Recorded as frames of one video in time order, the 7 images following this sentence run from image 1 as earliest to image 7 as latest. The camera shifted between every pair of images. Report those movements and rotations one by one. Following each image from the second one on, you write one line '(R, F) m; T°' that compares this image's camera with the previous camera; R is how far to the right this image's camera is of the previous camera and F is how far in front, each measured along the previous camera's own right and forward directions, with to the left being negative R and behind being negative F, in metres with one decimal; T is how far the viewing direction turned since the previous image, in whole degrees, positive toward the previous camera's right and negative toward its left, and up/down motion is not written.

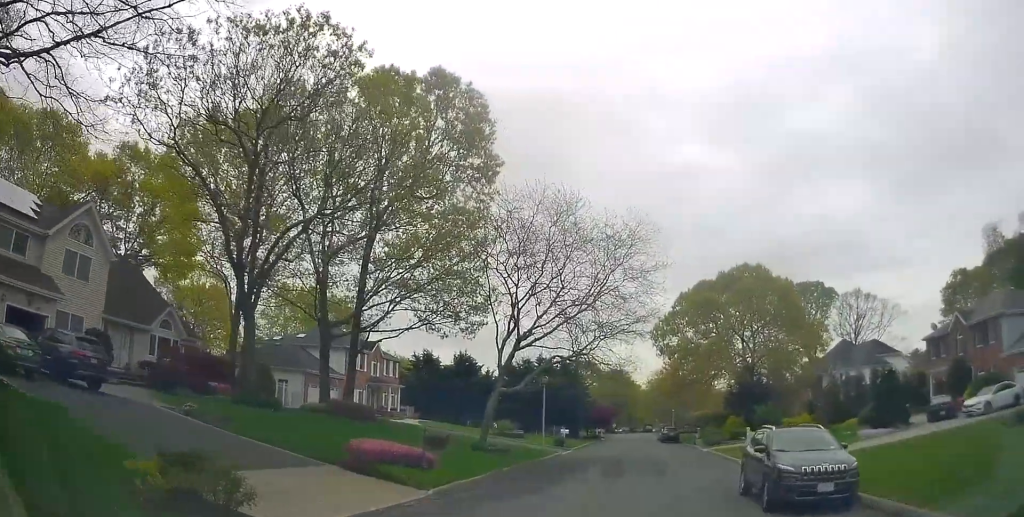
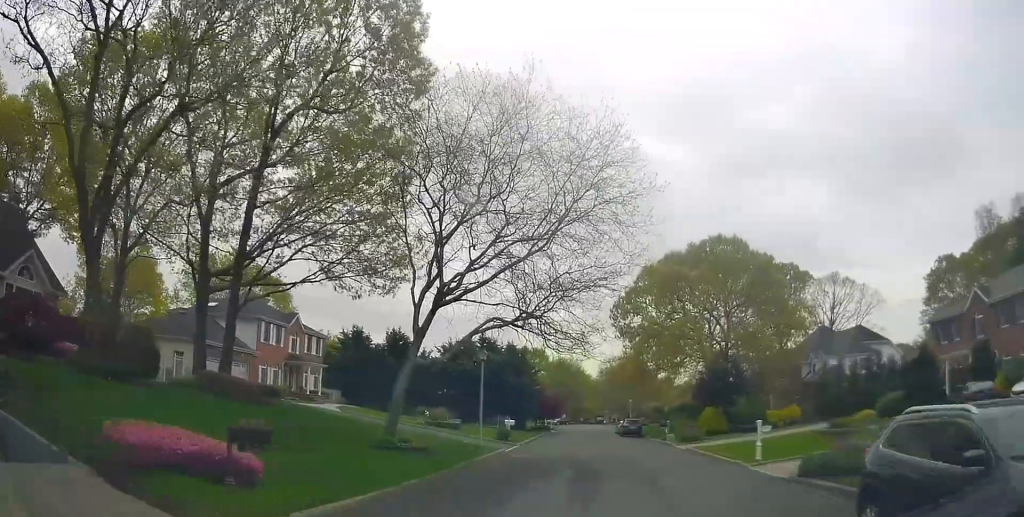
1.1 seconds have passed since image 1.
(-0.6, +6.8) m; +3°
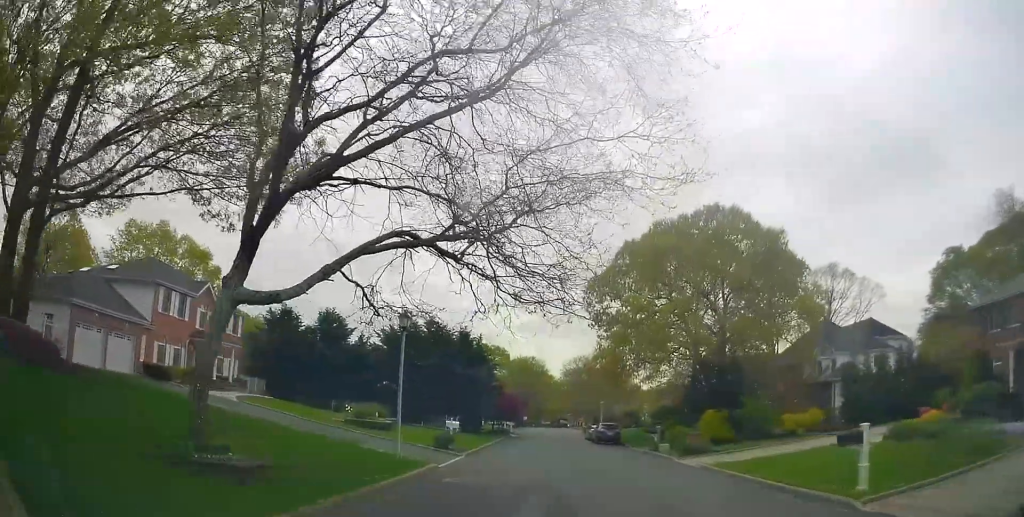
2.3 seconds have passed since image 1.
(+1.0, +8.6) m; +5°
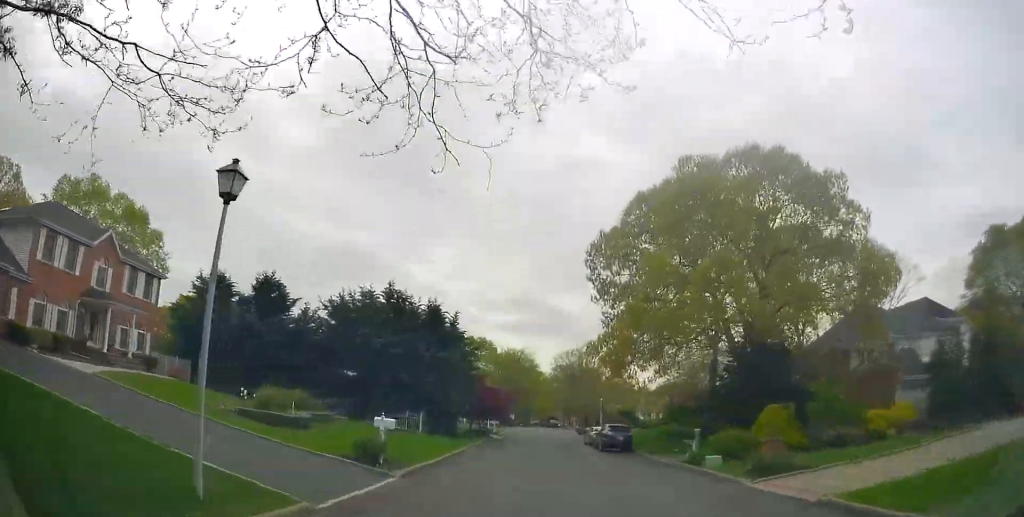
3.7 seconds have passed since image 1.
(0.0, +9.7) m; +1°
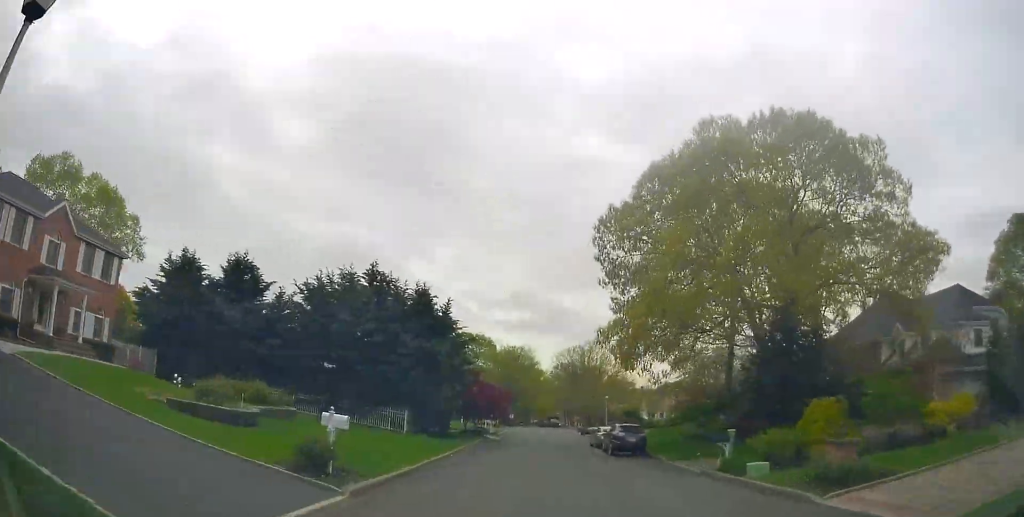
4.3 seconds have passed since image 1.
(0.0, +4.0) m; -2°
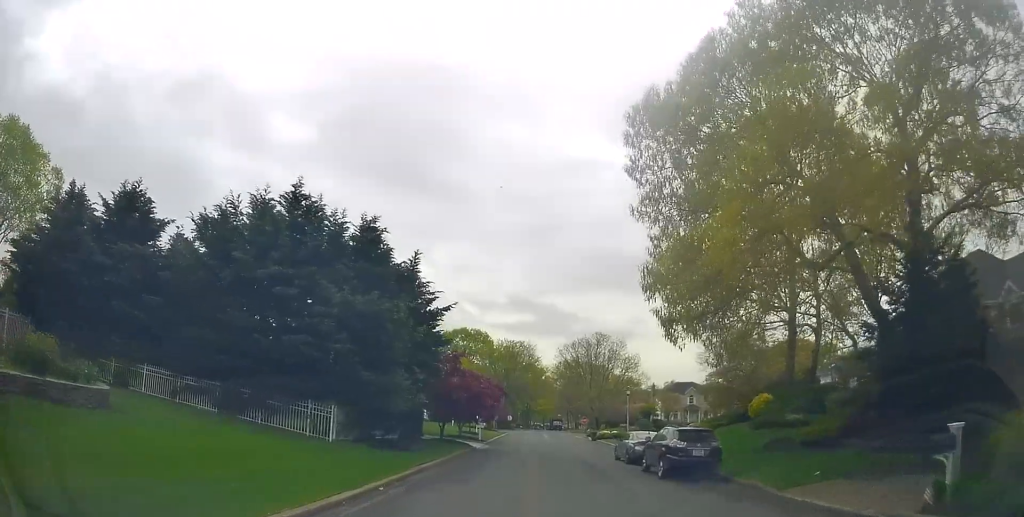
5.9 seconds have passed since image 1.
(-1.1, +11.6) m; -2°
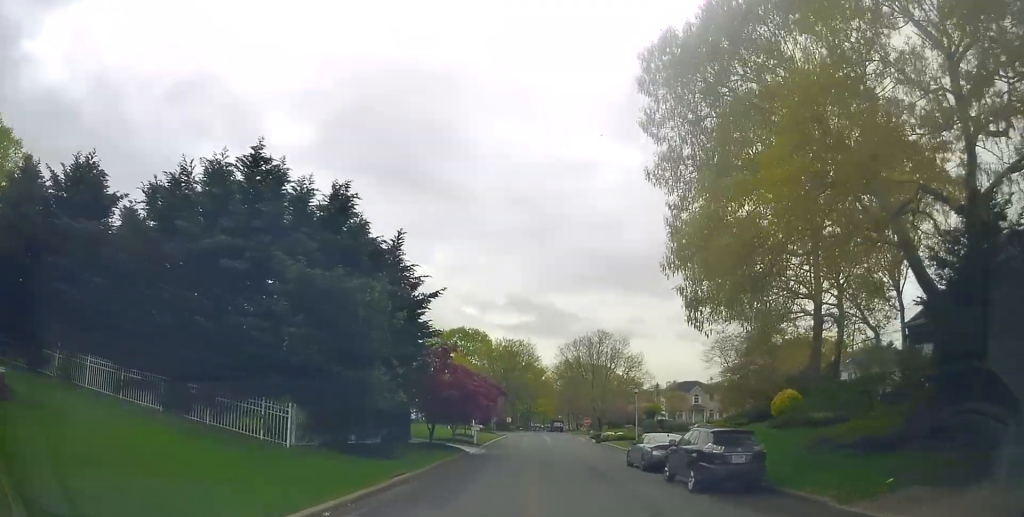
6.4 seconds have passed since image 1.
(+0.3, +3.9) m; +3°
